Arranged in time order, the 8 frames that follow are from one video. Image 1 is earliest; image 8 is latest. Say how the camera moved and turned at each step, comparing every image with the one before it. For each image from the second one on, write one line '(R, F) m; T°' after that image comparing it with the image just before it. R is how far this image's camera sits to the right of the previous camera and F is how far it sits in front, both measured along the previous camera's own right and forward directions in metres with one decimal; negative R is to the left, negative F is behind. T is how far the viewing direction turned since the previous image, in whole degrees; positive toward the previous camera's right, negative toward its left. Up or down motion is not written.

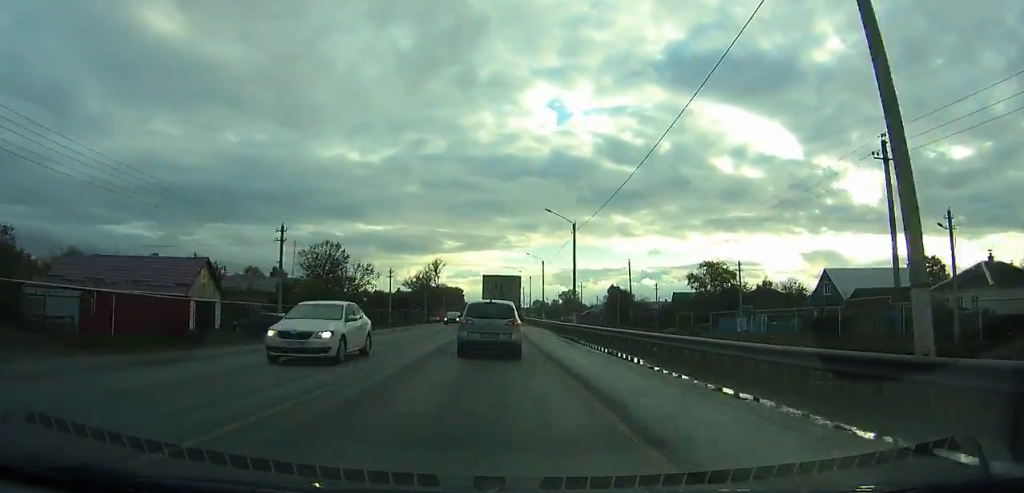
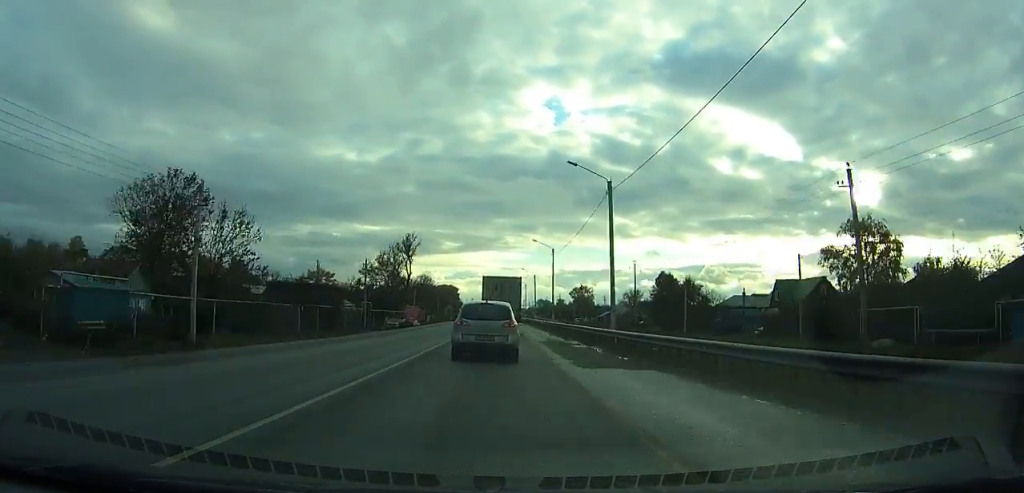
(-0.1, +44.4) m; 0°
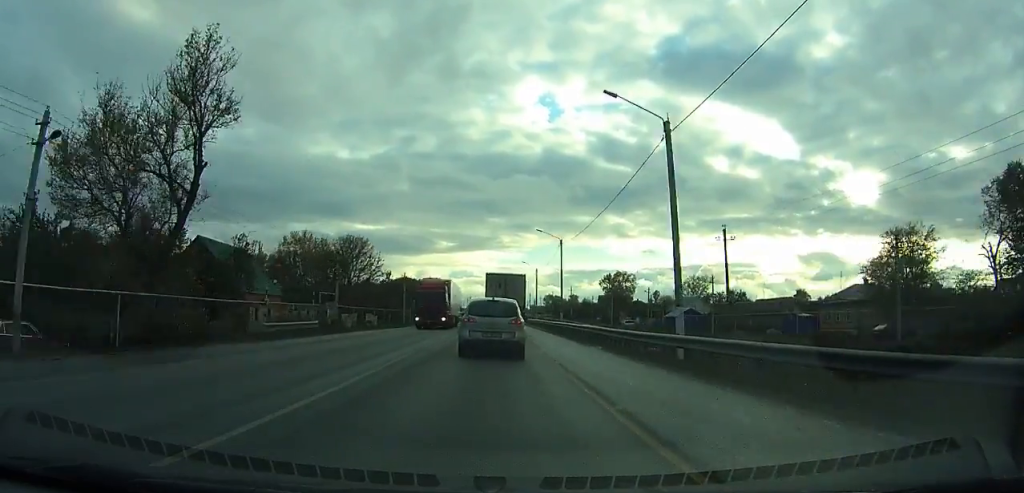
(+0.4, +78.5) m; 0°
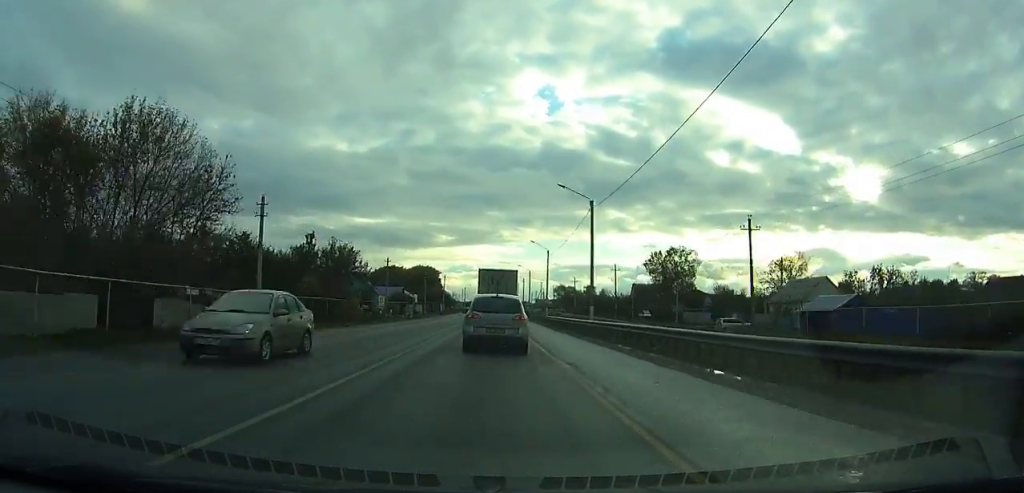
(+0.1, +51.9) m; 0°
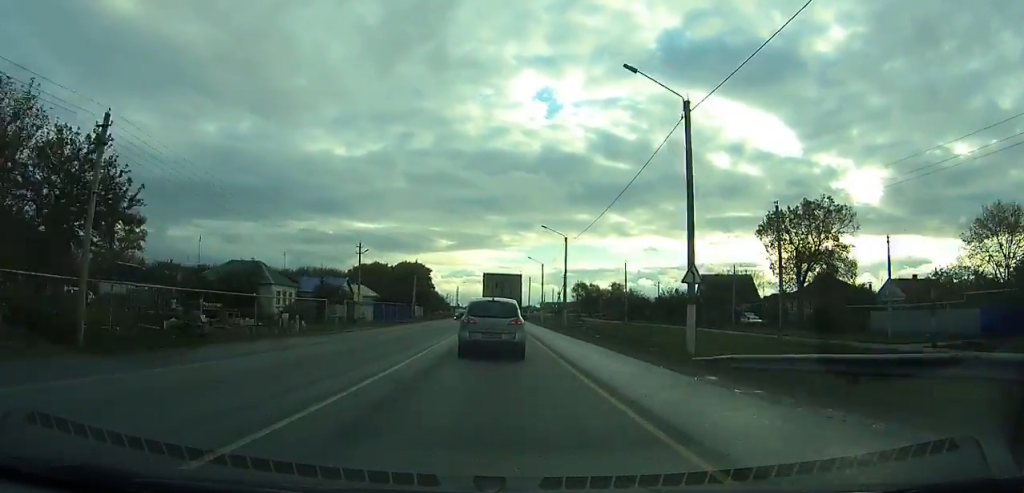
(-0.1, +54.5) m; 0°
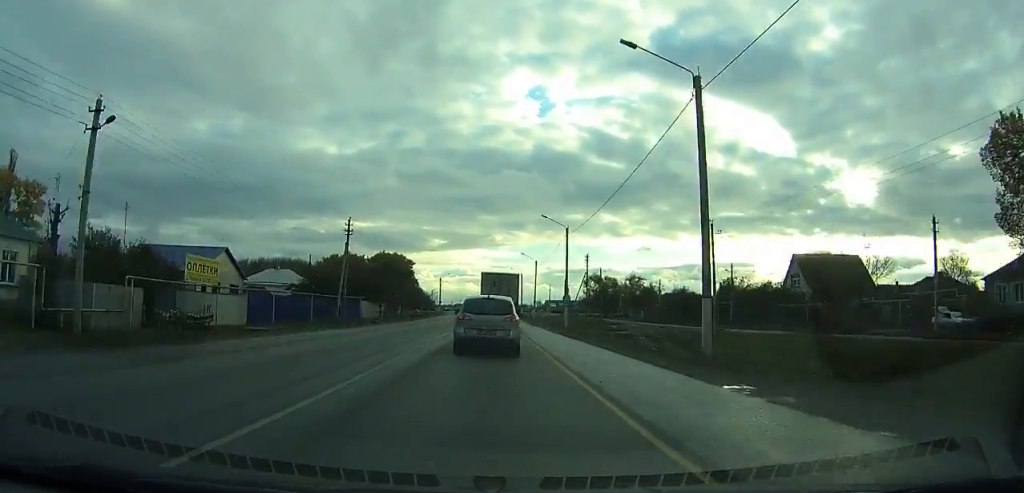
(0.0, +38.6) m; 0°
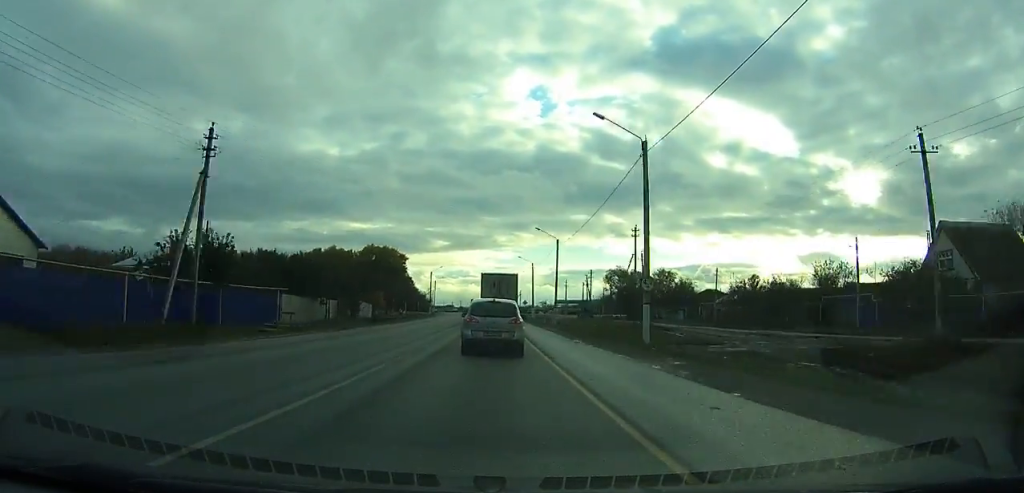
(0.0, +28.7) m; 0°
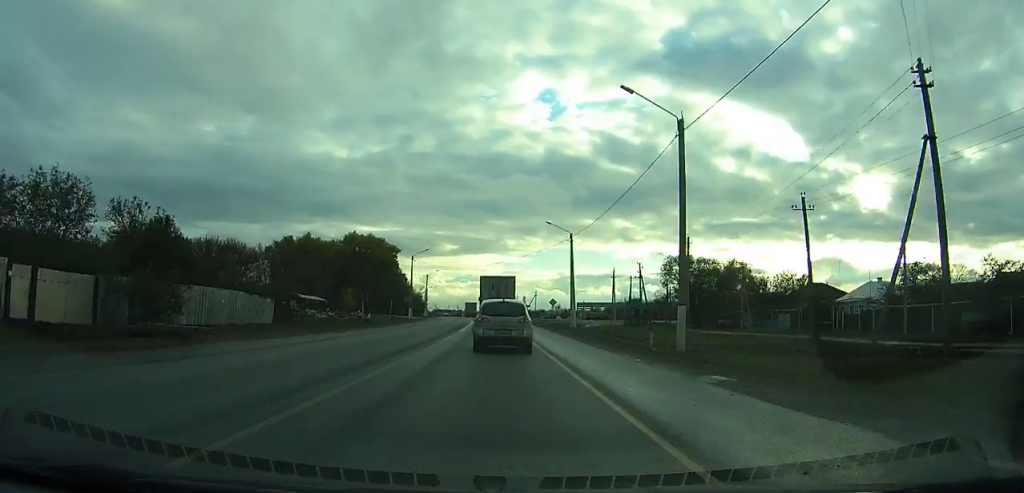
(0.0, +39.7) m; -1°
